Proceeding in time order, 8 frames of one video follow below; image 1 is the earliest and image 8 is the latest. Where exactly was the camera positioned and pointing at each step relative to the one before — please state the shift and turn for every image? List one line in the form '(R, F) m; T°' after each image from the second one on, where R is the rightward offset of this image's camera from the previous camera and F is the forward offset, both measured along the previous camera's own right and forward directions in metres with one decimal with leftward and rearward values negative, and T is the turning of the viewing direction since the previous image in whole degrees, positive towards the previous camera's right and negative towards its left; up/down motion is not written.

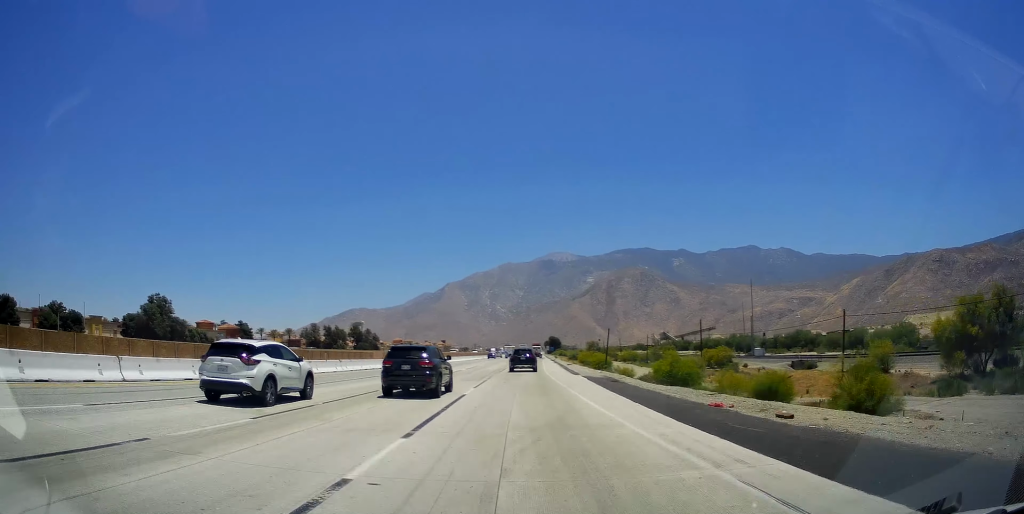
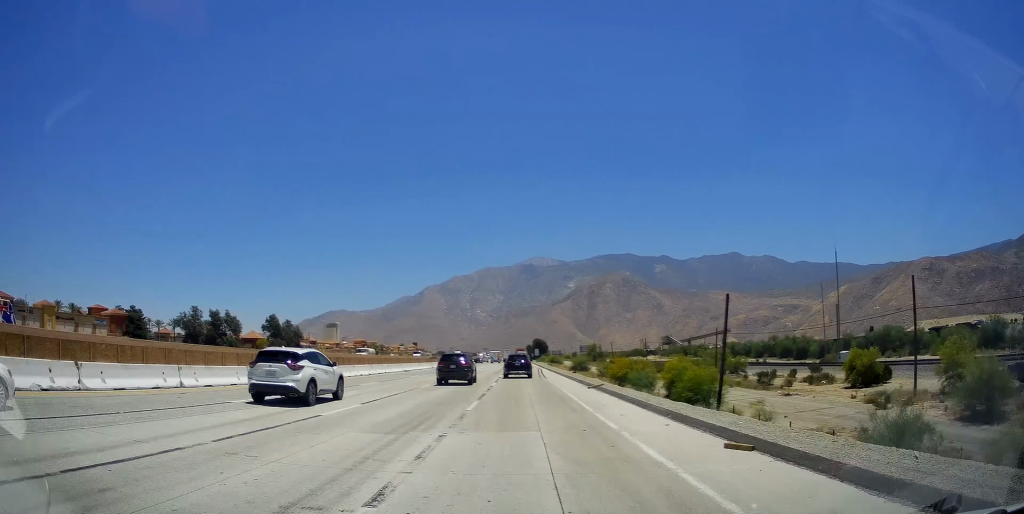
(+1.4, +61.9) m; +2°
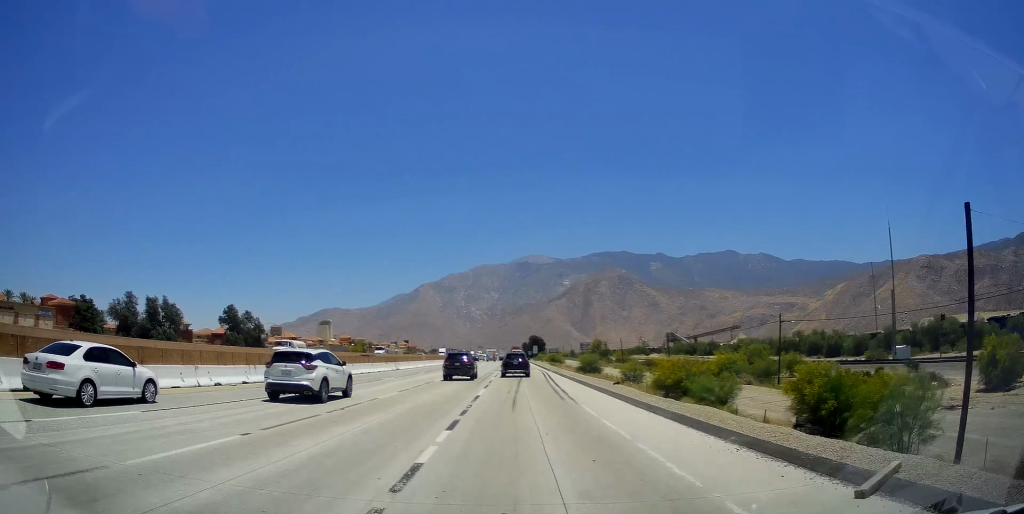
(0.0, +23.3) m; +1°
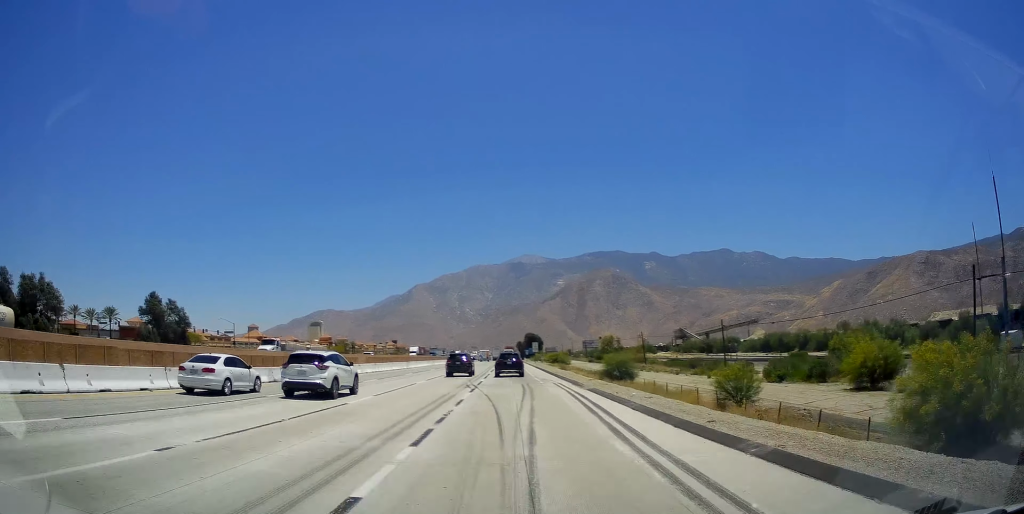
(+0.5, +31.0) m; +1°
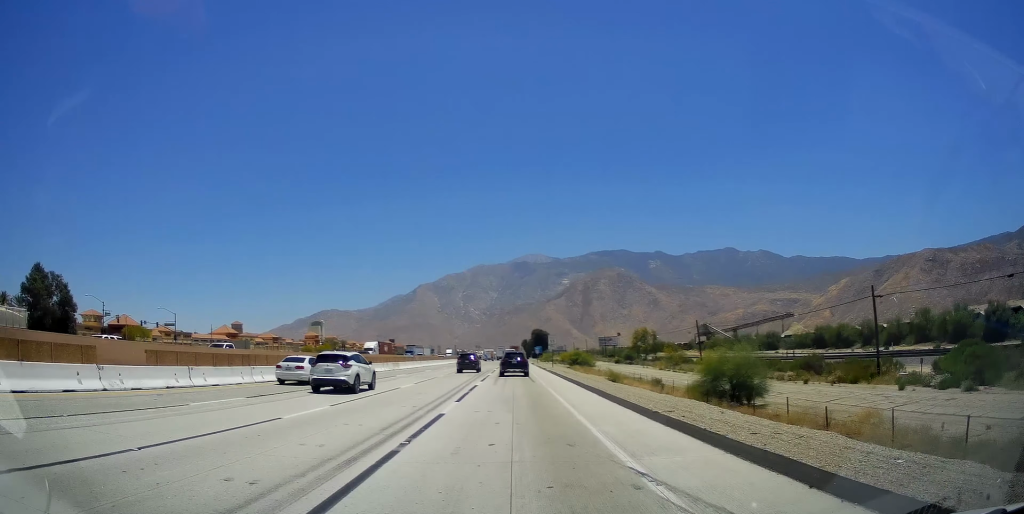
(+0.1, +36.7) m; 0°
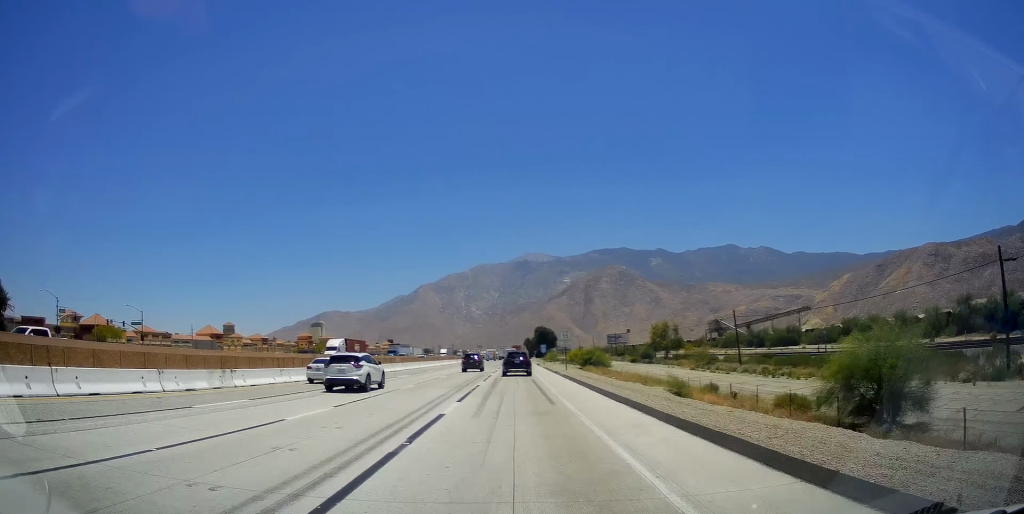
(0.0, +14.8) m; 0°
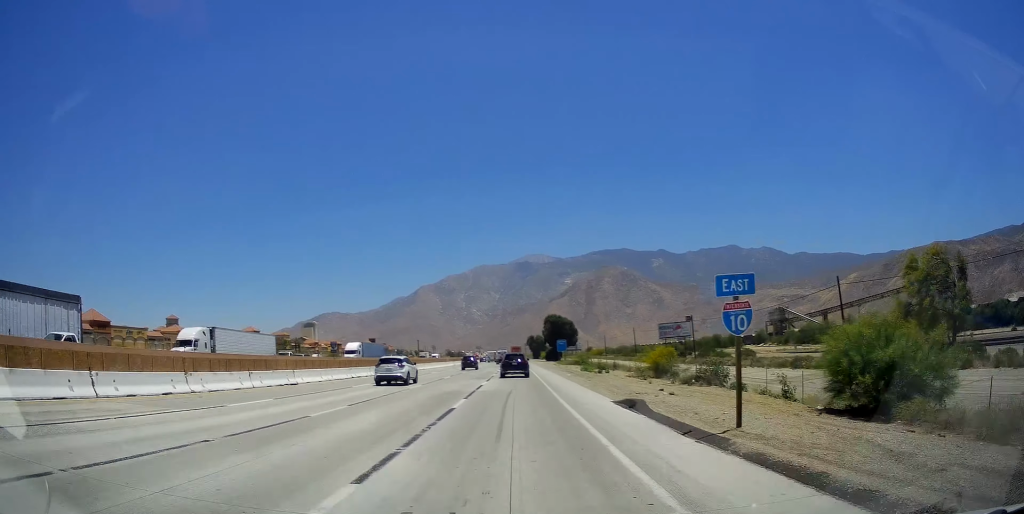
(-0.4, +70.8) m; 0°
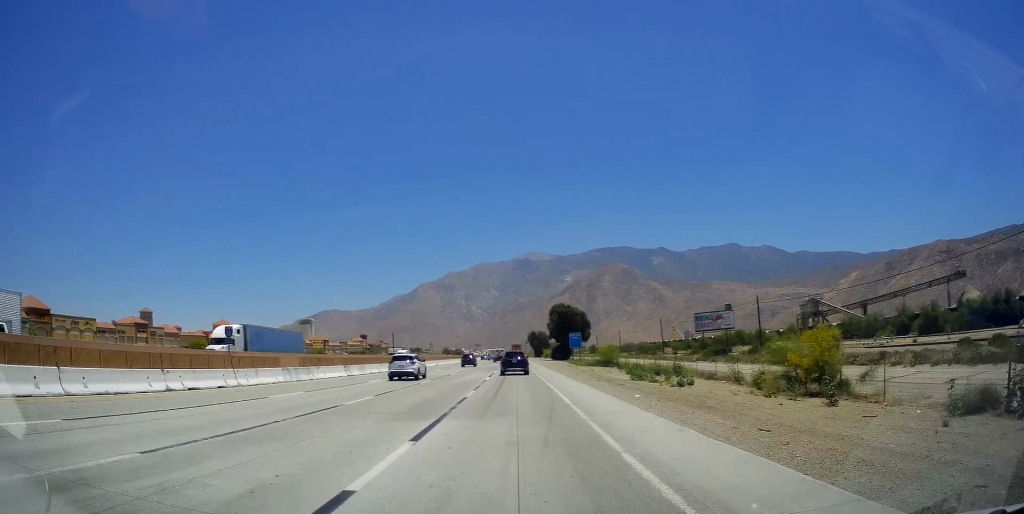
(0.0, +25.4) m; 0°
